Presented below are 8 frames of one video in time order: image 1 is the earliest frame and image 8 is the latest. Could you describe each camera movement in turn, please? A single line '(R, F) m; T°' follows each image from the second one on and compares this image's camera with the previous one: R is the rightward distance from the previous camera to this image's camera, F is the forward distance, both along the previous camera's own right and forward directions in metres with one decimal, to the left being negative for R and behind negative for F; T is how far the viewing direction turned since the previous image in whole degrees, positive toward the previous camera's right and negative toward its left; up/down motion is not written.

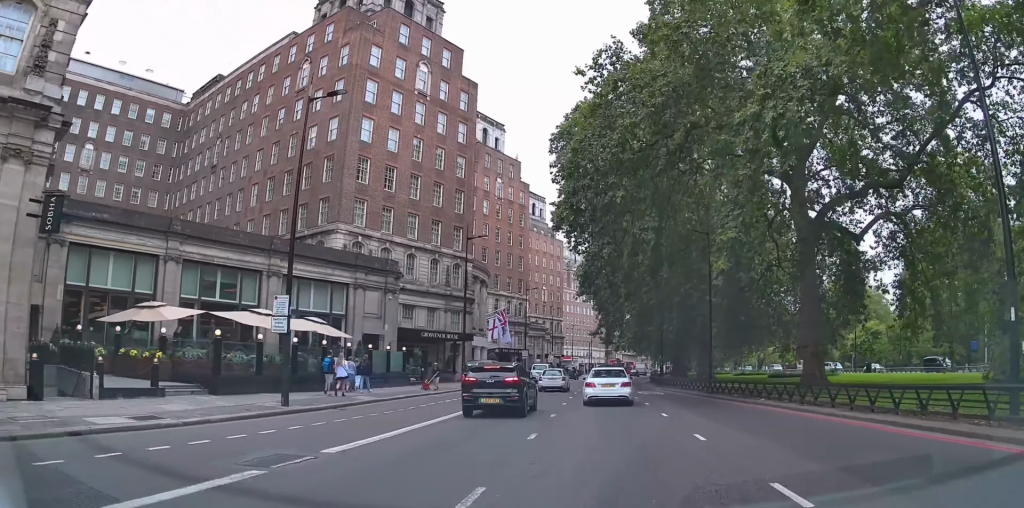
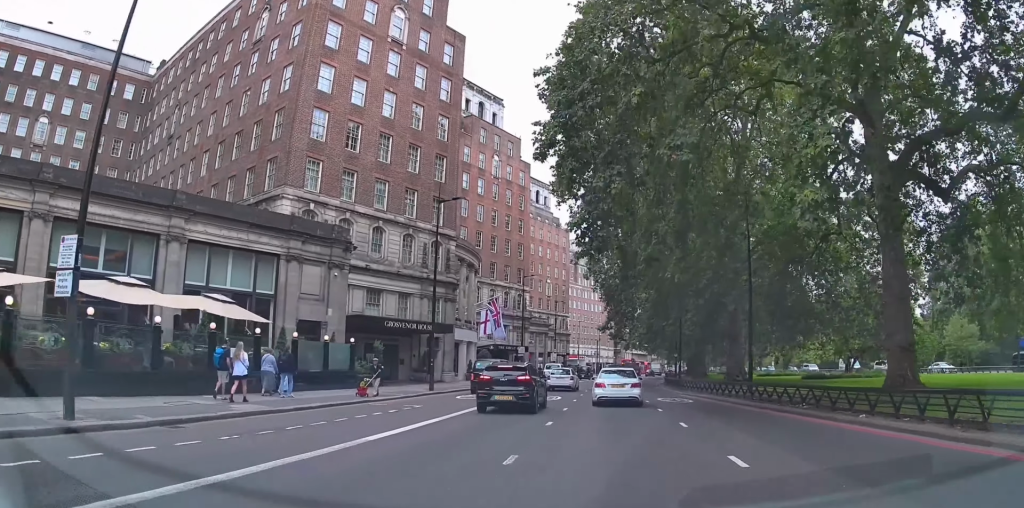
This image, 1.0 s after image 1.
(0.0, +8.9) m; 0°
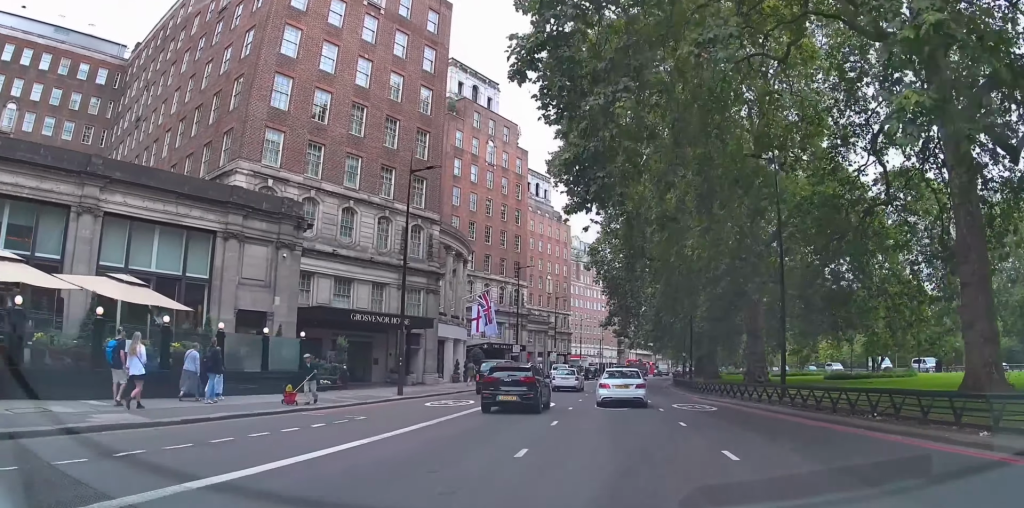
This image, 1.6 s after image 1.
(0.0, +5.1) m; 0°
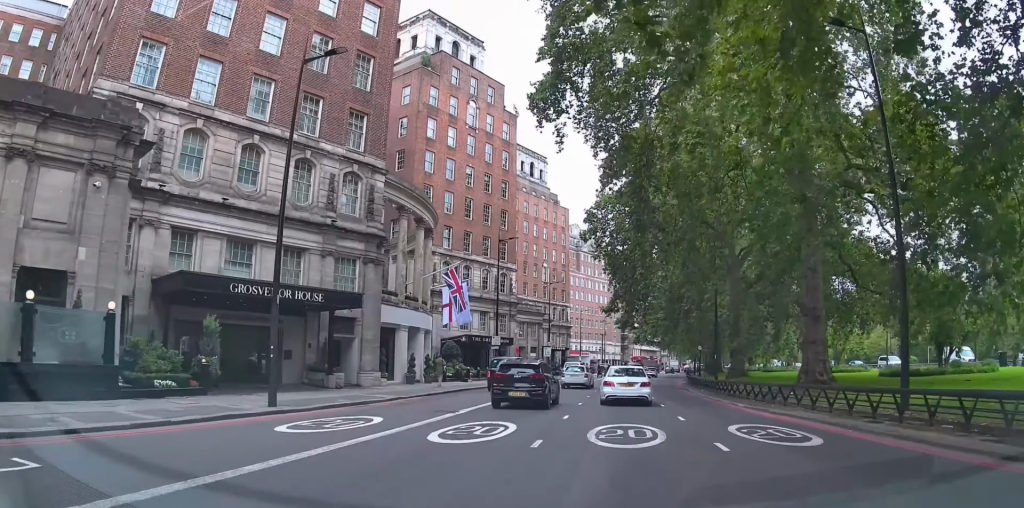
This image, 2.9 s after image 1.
(0.0, +10.1) m; -1°
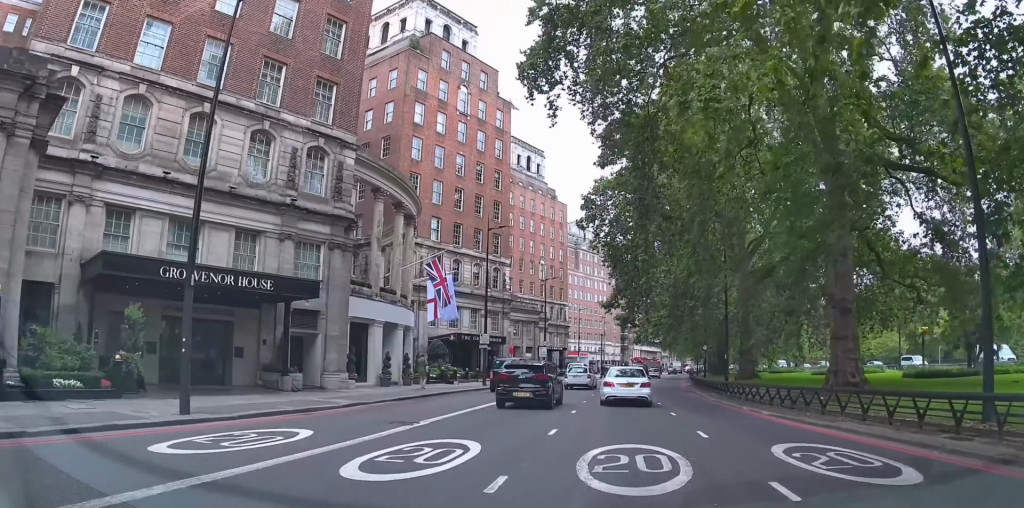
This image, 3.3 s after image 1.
(-0.1, +3.5) m; 0°
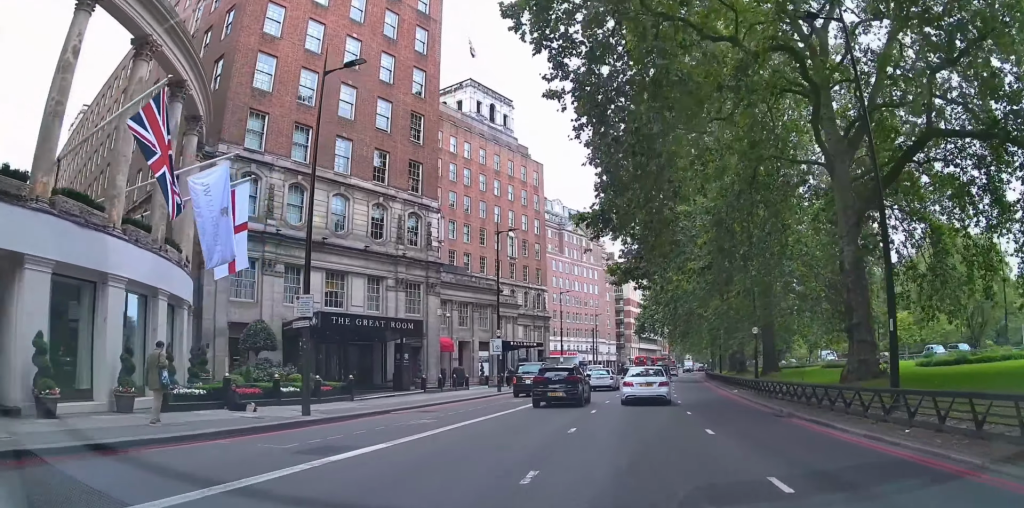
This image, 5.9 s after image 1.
(+0.3, +21.4) m; +1°
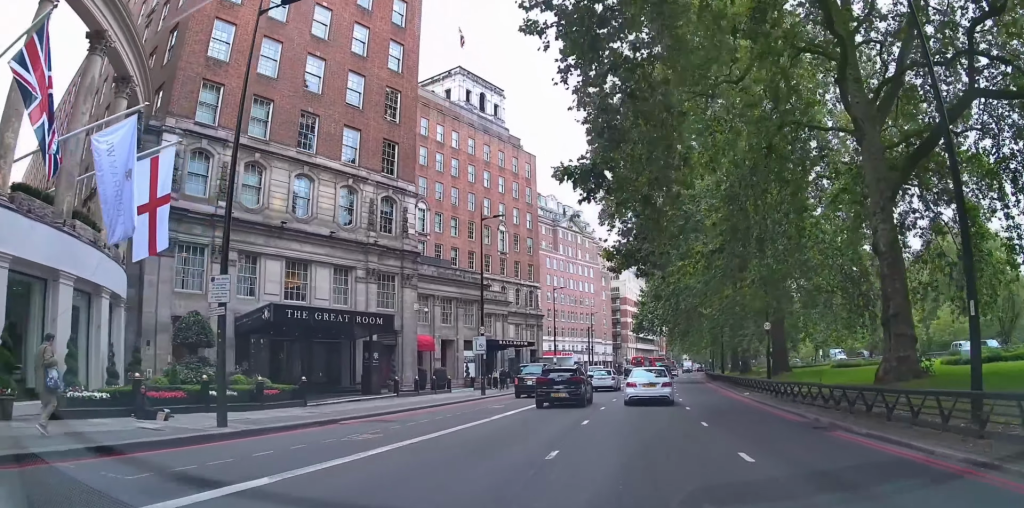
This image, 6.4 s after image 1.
(0.0, +3.5) m; 0°
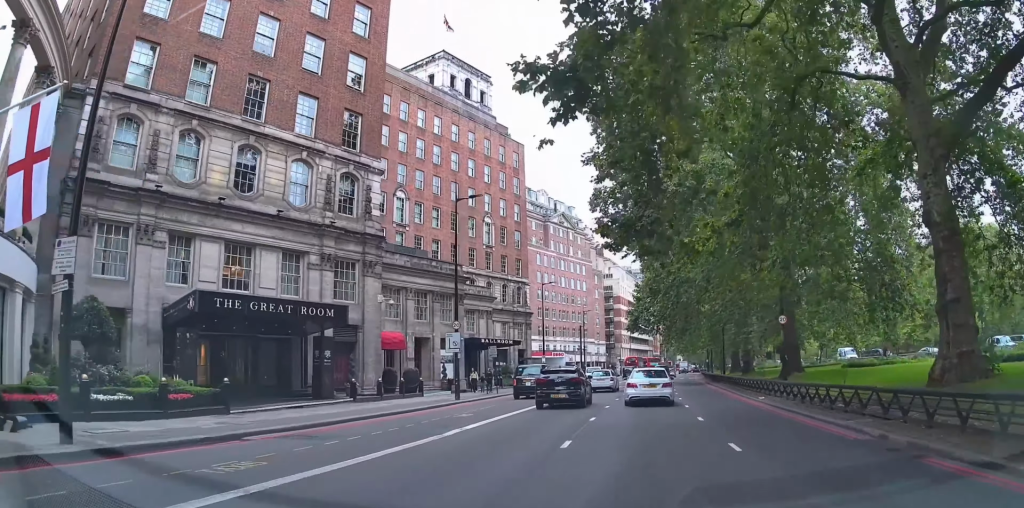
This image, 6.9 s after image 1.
(0.0, +4.1) m; 0°
